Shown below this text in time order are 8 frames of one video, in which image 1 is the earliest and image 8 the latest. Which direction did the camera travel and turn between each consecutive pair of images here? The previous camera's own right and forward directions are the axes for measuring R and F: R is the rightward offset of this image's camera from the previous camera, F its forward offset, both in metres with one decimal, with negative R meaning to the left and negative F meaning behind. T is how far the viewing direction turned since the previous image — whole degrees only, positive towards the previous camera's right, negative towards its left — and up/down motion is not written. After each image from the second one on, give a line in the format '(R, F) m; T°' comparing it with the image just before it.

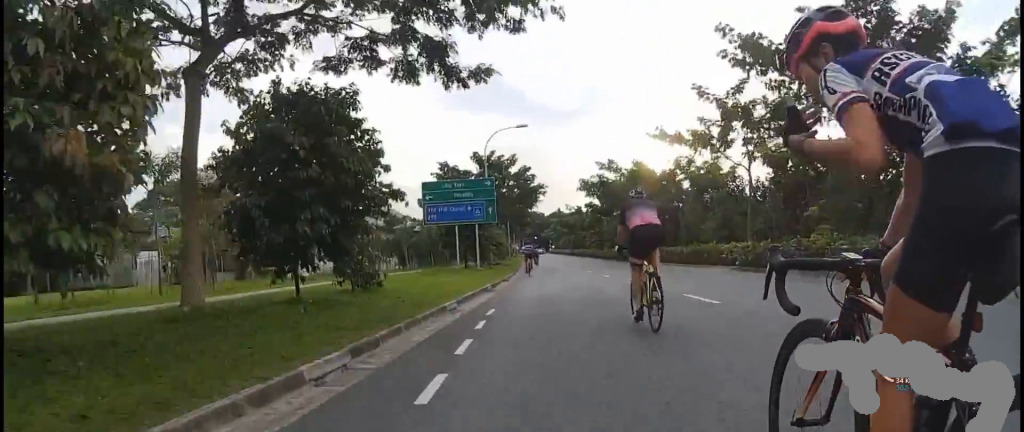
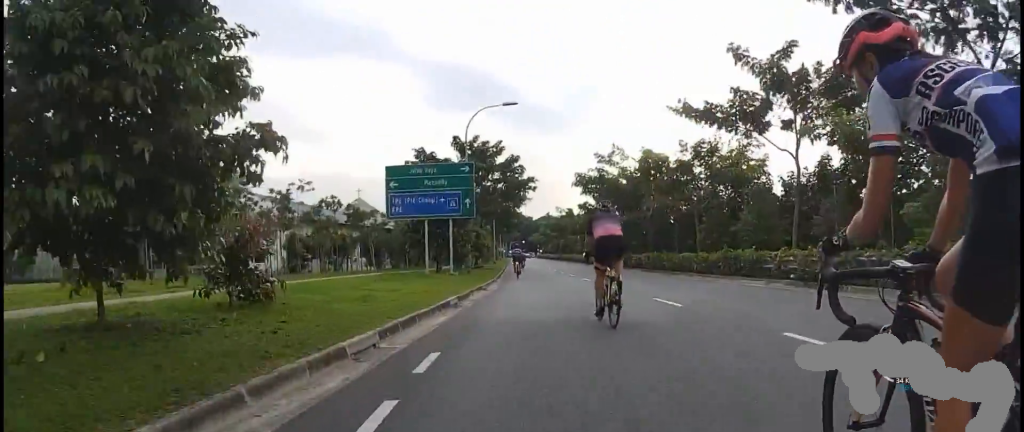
(0.0, +5.0) m; 0°
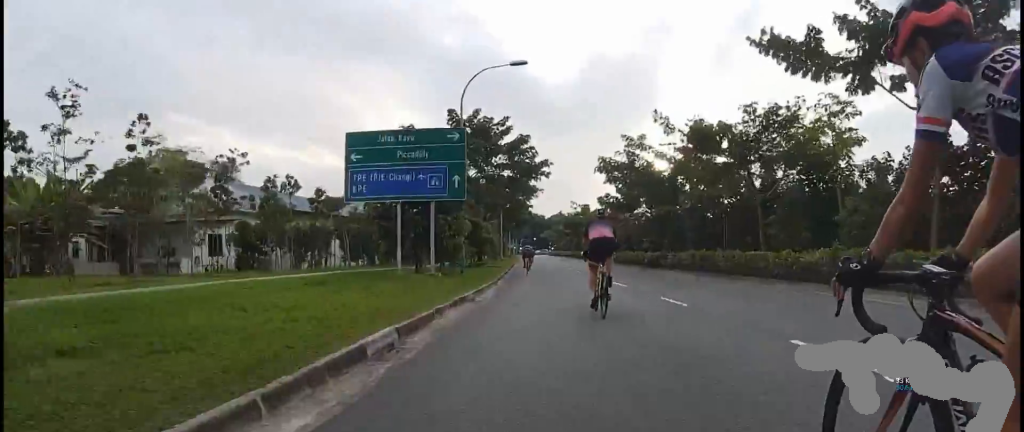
(0.0, +6.3) m; 0°
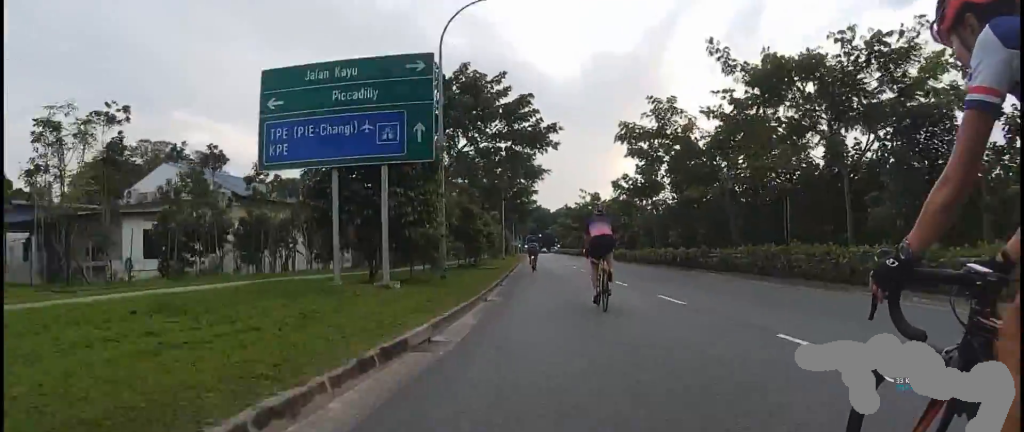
(0.0, +5.7) m; 0°
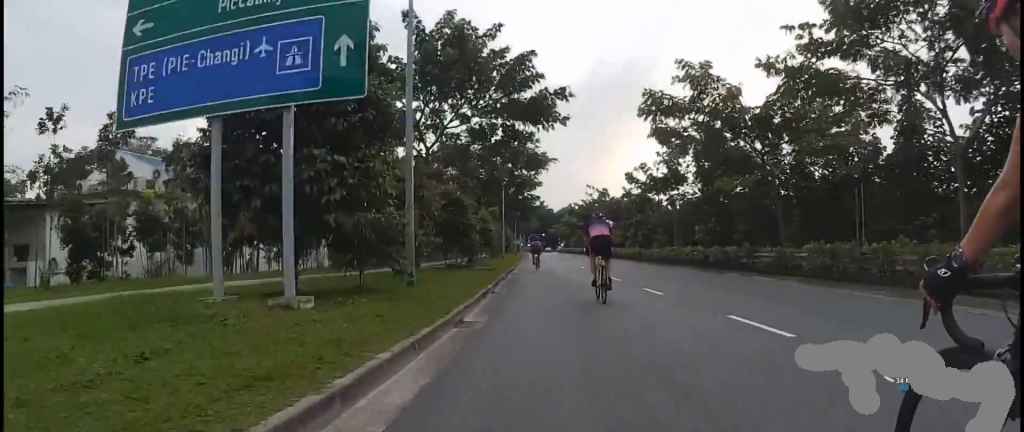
(0.0, +4.4) m; 0°
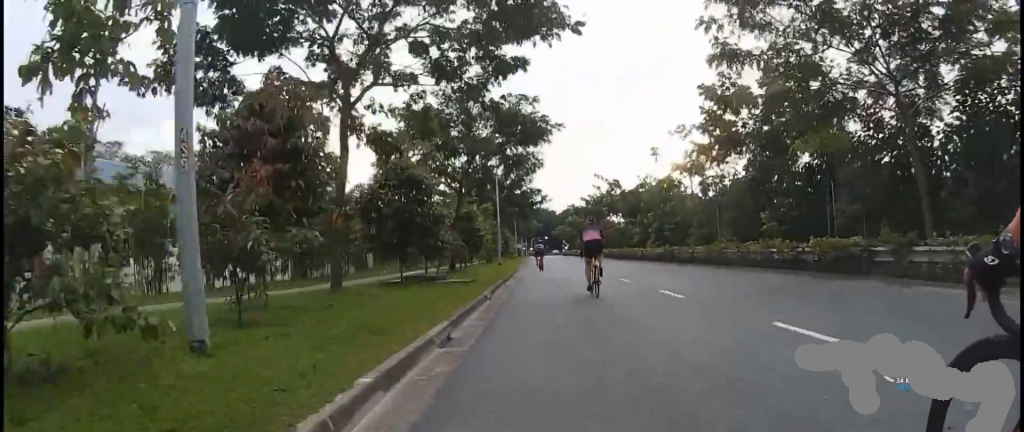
(0.0, +7.5) m; 0°
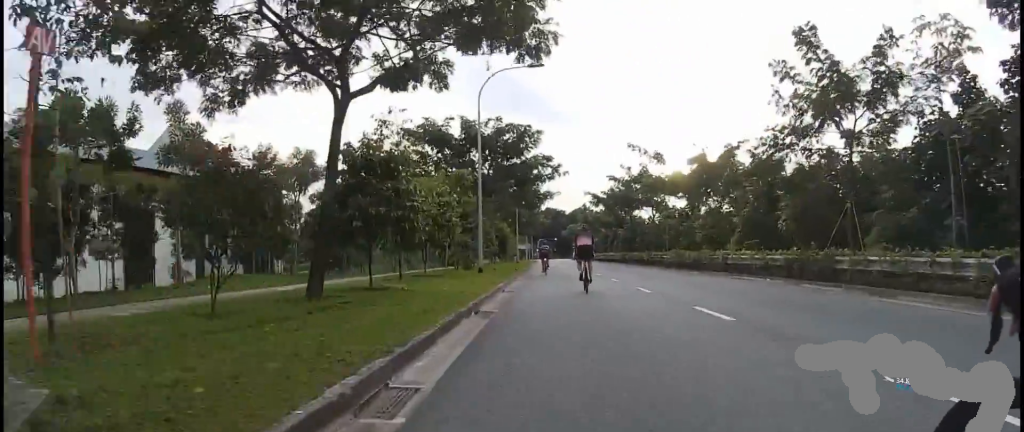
(0.0, +14.3) m; 0°
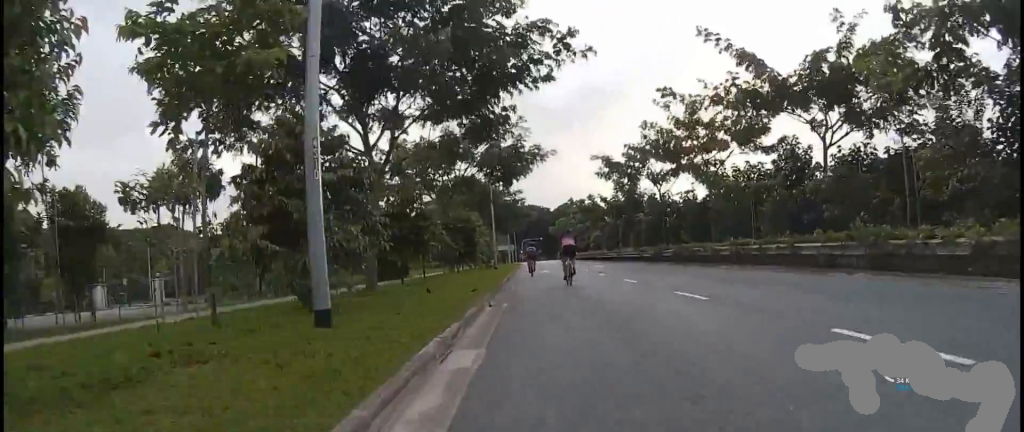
(0.0, +15.9) m; 0°
